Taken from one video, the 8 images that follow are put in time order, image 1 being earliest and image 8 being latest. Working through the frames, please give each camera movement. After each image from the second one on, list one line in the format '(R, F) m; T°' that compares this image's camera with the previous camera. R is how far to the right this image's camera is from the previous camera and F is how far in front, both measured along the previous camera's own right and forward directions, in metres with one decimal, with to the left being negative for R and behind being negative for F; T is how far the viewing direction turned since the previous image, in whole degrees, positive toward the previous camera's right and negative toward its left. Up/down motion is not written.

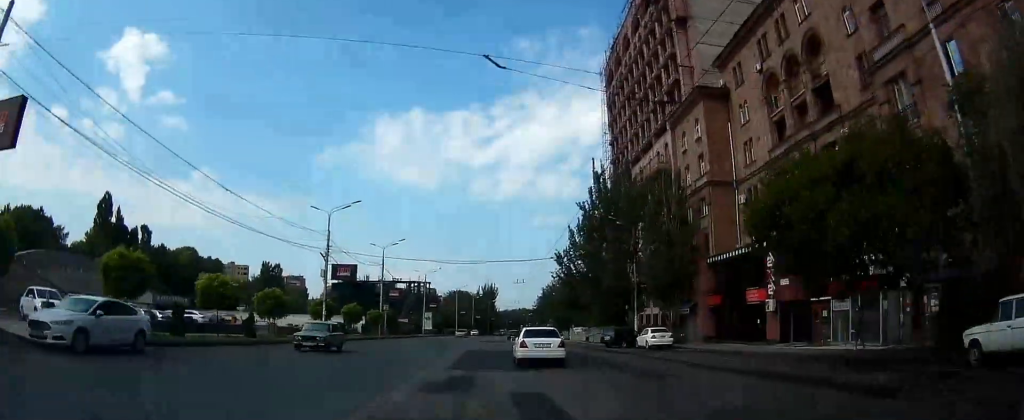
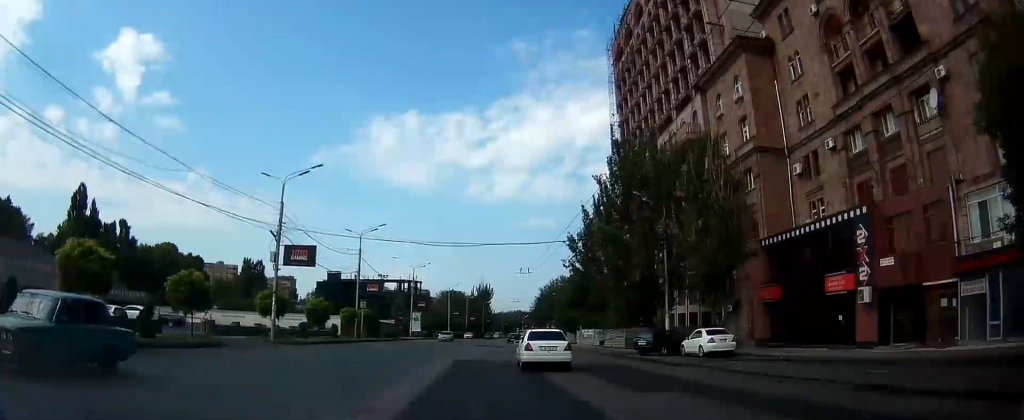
(-0.1, +10.1) m; +1°
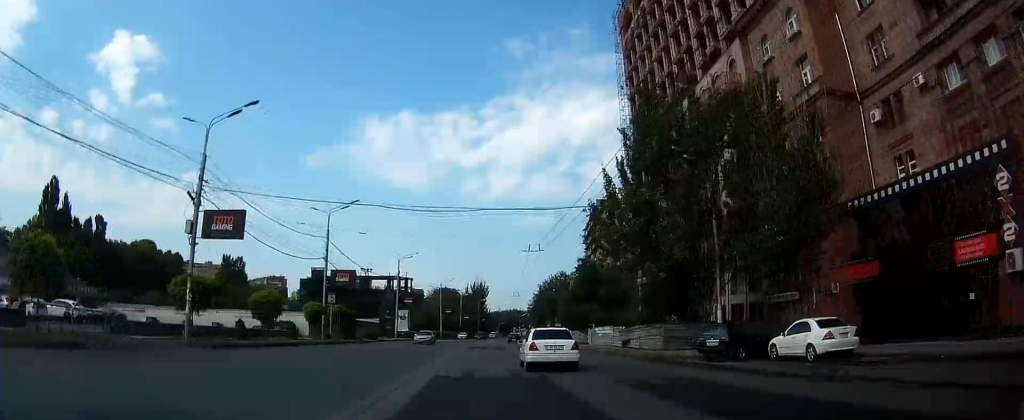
(+0.2, +10.3) m; +1°
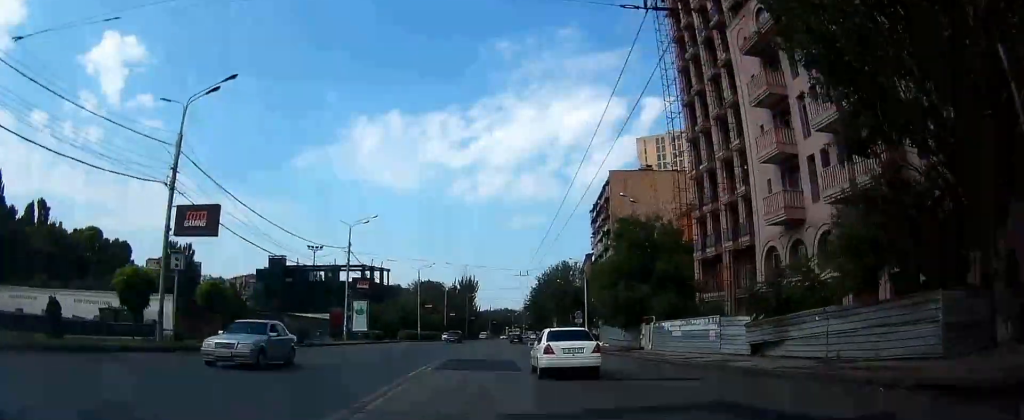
(+0.5, +23.2) m; +2°
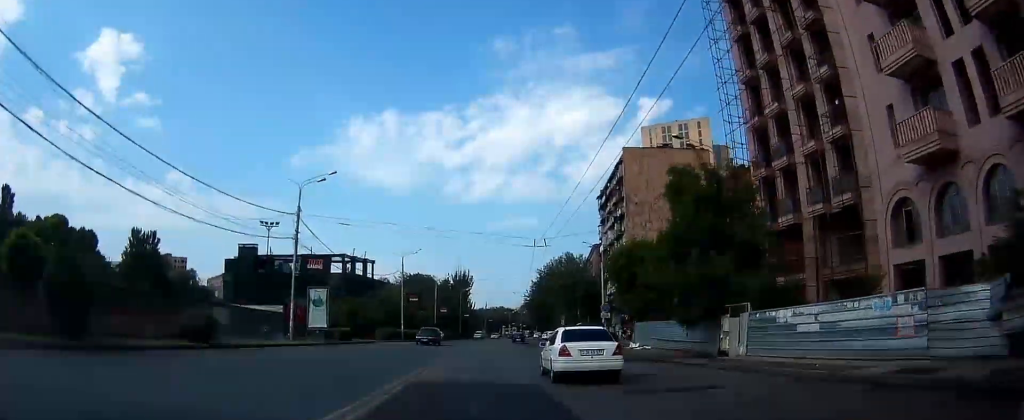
(0.0, +13.7) m; 0°
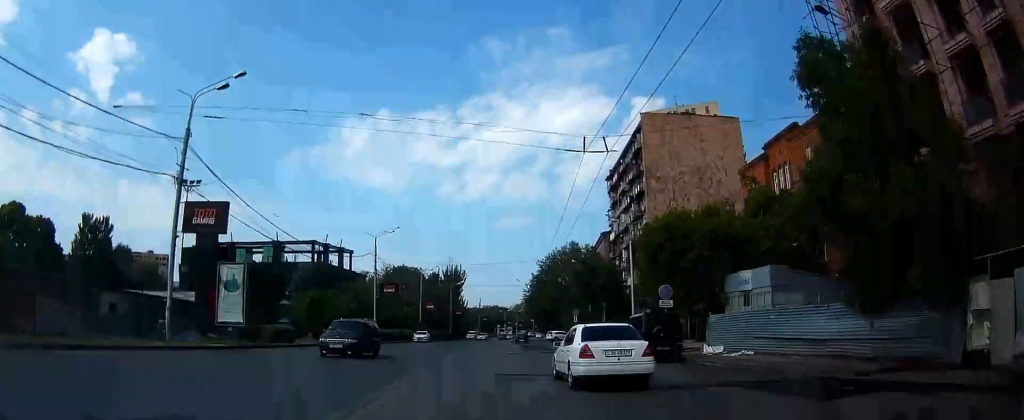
(-0.1, +15.1) m; -1°
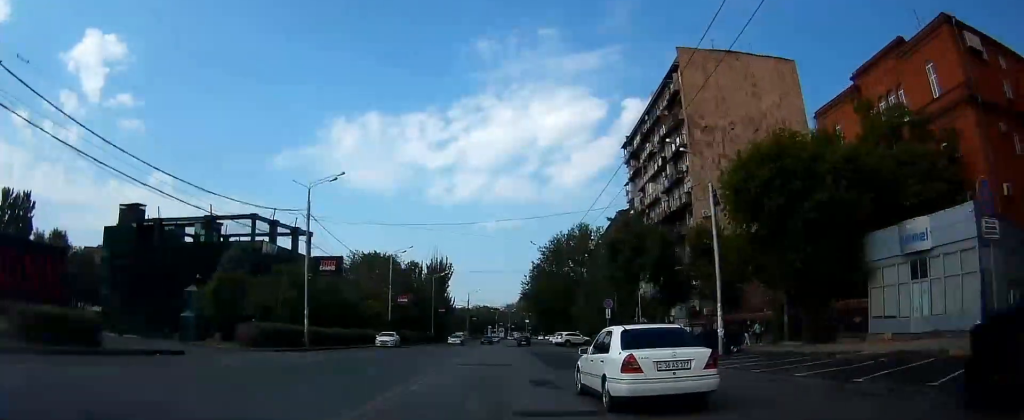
(-0.3, +20.7) m; -1°
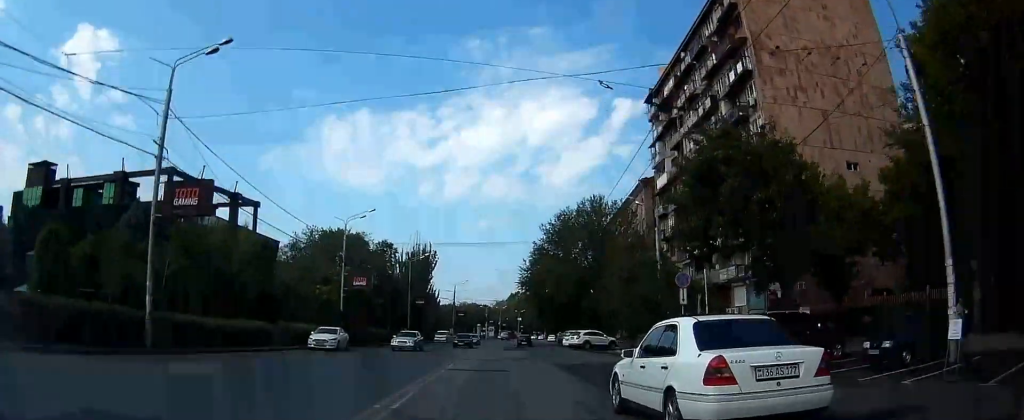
(0.0, +18.5) m; +2°
